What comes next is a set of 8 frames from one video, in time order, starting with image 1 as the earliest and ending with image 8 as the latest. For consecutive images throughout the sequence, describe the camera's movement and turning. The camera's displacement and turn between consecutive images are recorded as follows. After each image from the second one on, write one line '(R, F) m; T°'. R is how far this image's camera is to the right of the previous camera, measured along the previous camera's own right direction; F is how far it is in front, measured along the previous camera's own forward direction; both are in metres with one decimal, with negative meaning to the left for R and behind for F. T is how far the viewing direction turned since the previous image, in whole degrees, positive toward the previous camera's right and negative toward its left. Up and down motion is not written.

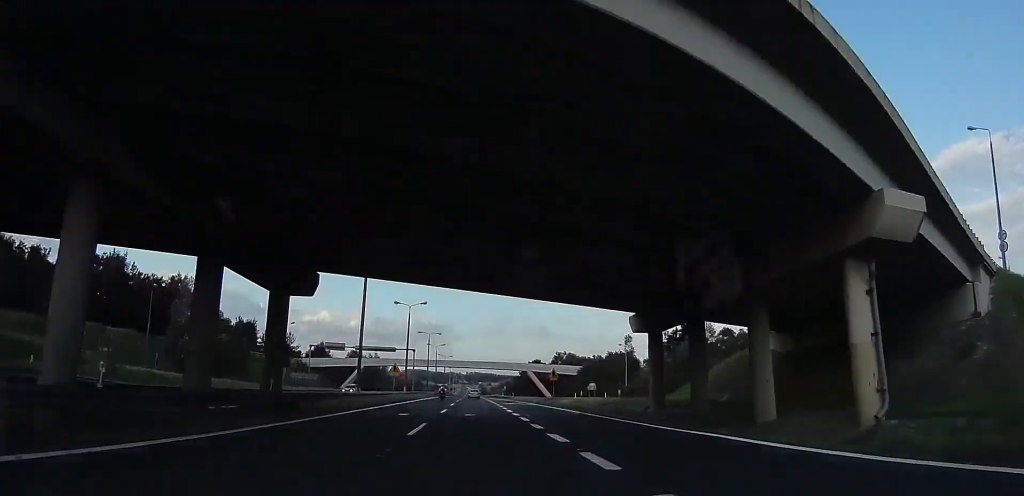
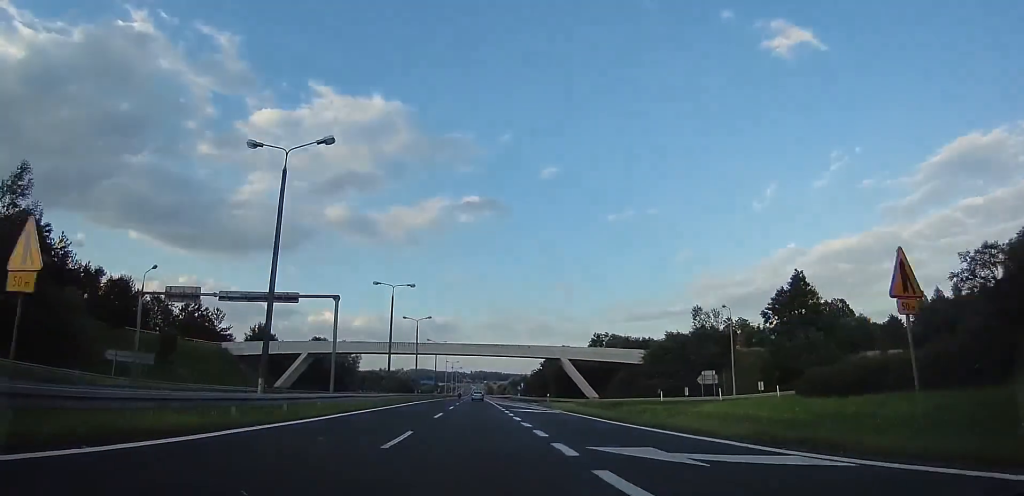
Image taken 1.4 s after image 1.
(-1.0, +38.6) m; -1°
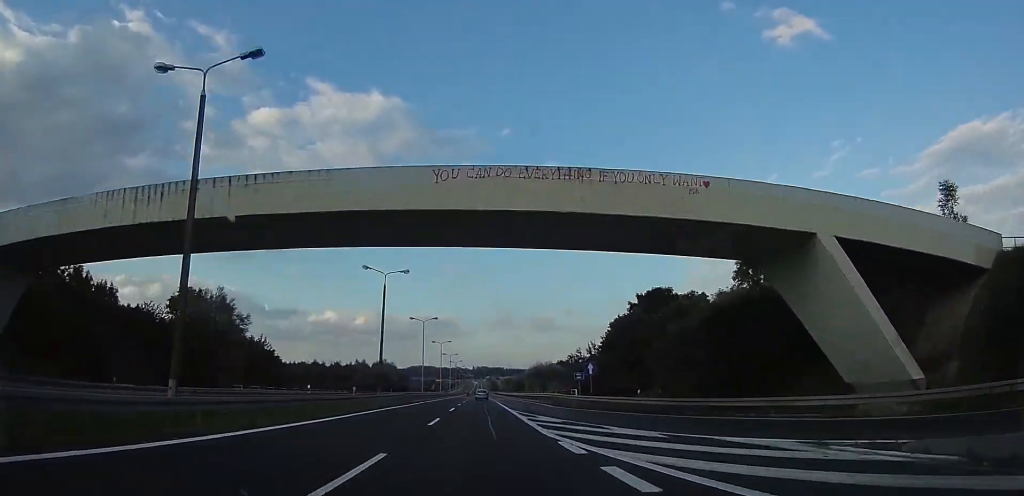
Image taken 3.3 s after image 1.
(0.0, +52.7) m; 0°
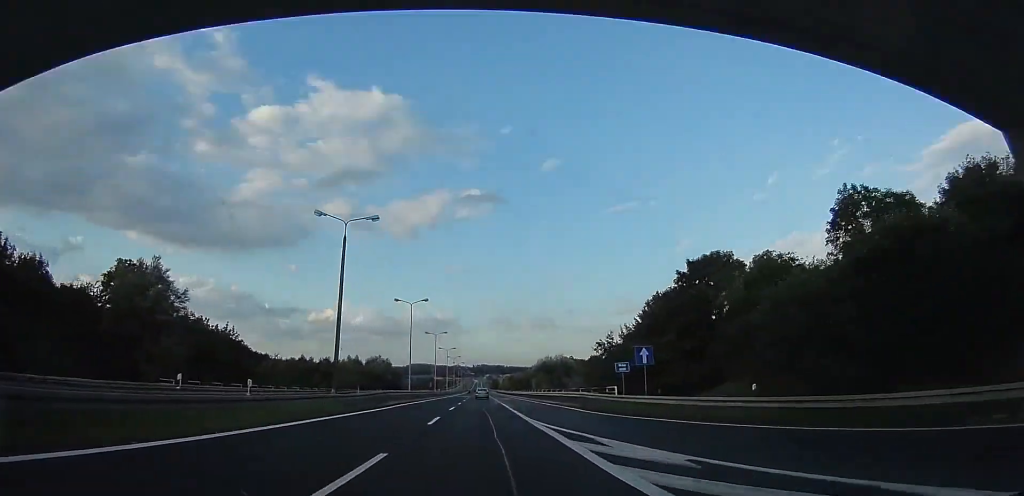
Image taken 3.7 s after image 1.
(0.0, +12.2) m; 0°
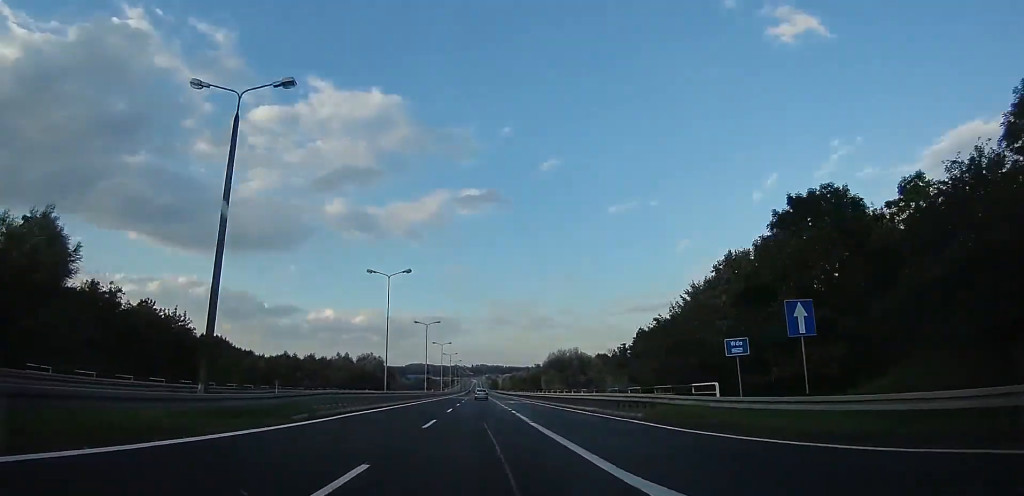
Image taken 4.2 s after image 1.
(0.0, +13.2) m; 0°
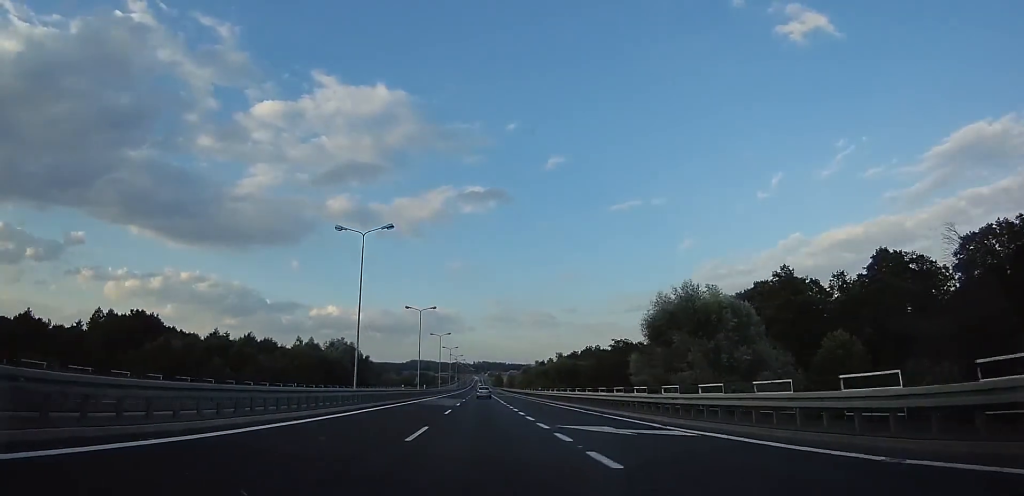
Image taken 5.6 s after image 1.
(0.0, +40.7) m; 0°
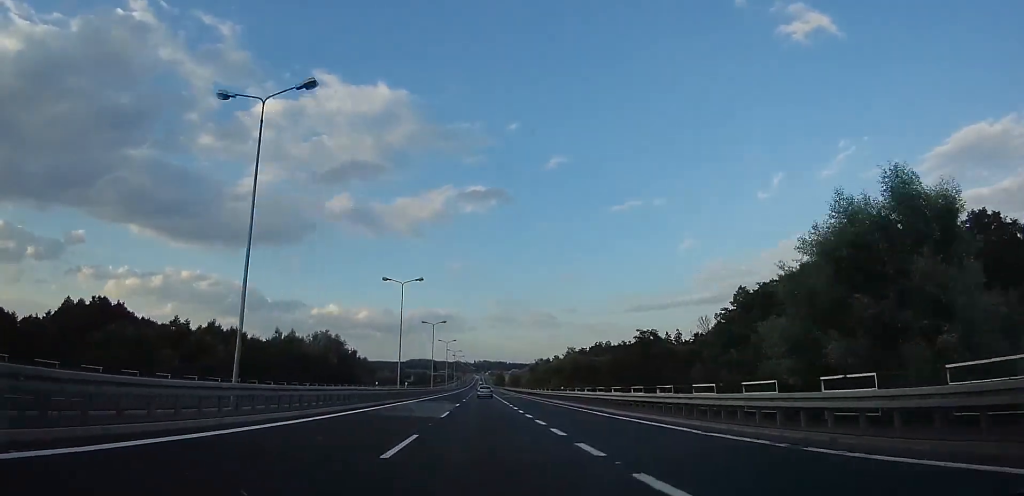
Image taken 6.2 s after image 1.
(0.0, +15.1) m; 0°
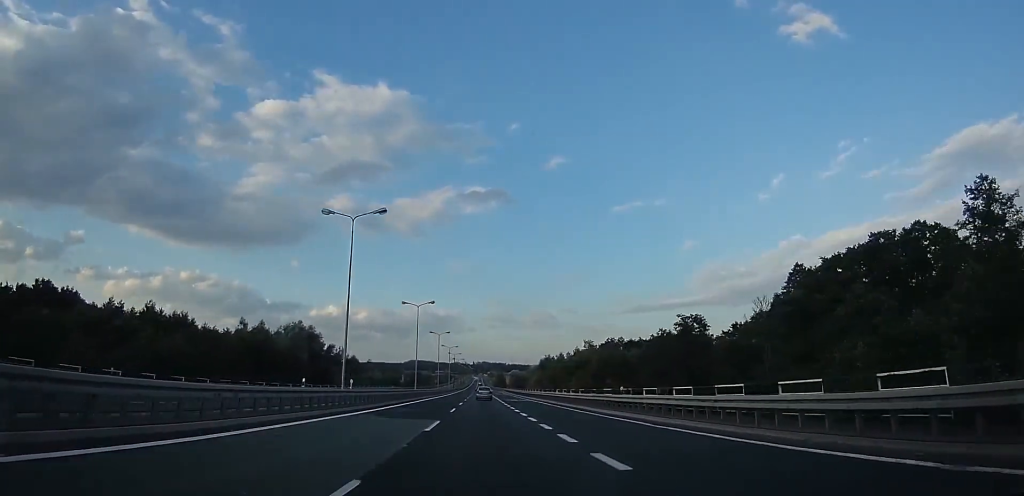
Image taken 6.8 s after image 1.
(0.0, +18.0) m; 0°
